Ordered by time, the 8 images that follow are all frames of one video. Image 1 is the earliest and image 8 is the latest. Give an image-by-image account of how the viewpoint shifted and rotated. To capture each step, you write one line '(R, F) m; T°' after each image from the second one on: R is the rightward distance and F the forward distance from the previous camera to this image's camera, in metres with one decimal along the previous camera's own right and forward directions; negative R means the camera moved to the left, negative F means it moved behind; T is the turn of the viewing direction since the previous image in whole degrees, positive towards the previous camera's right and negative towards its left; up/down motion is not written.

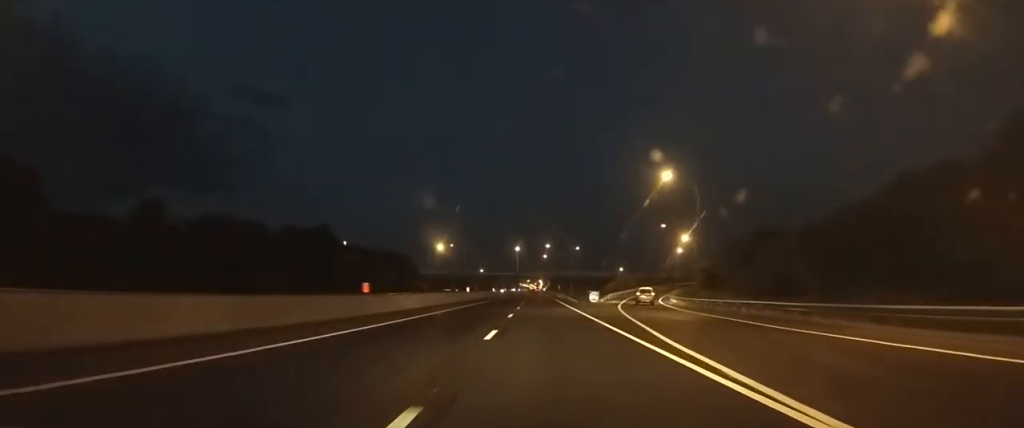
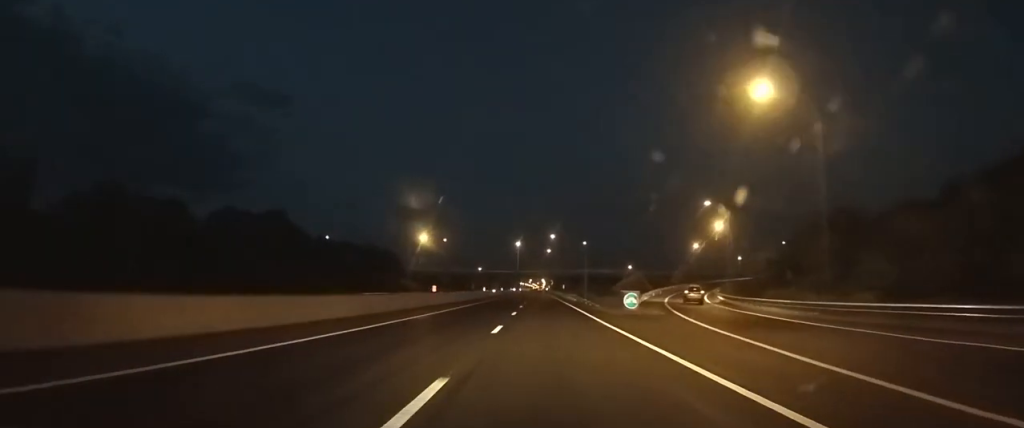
(-0.2, +22.1) m; 0°
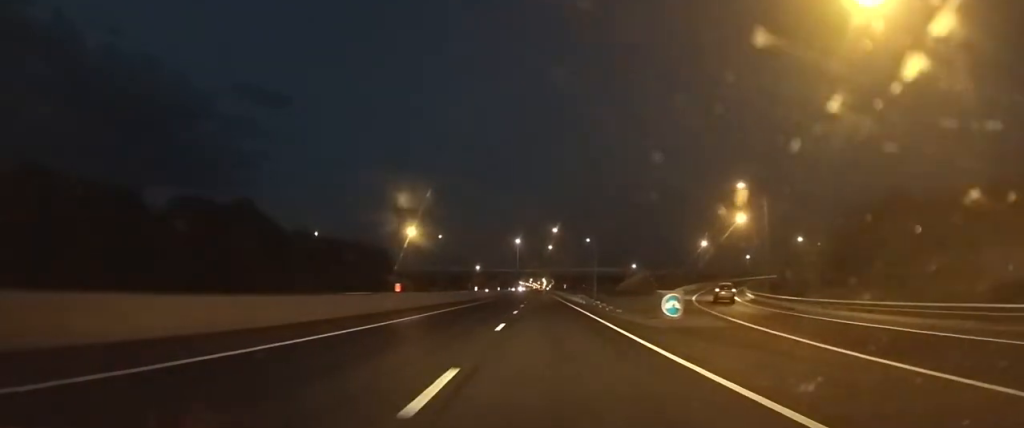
(+0.1, +11.1) m; 0°
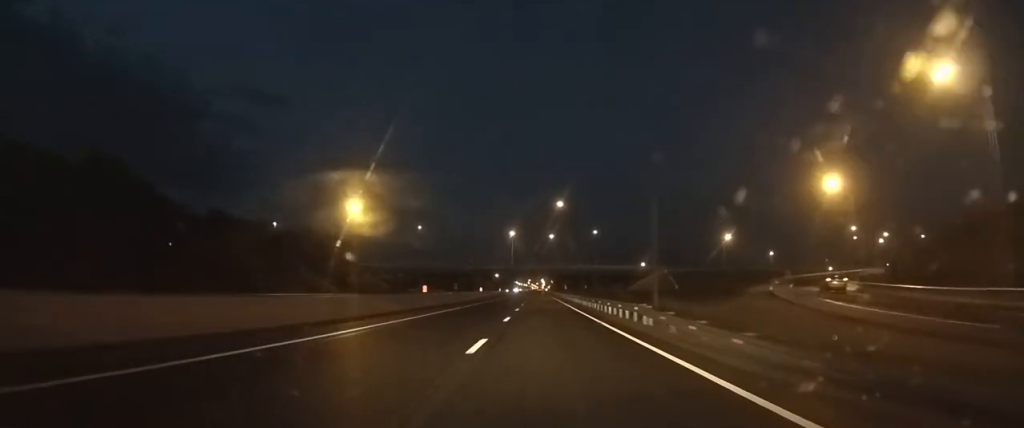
(+0.1, +30.5) m; 0°
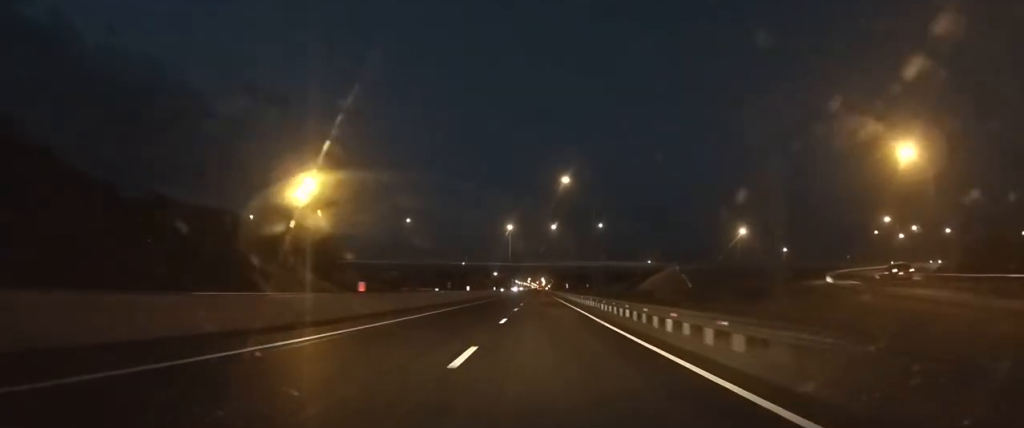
(-0.1, +14.2) m; 0°
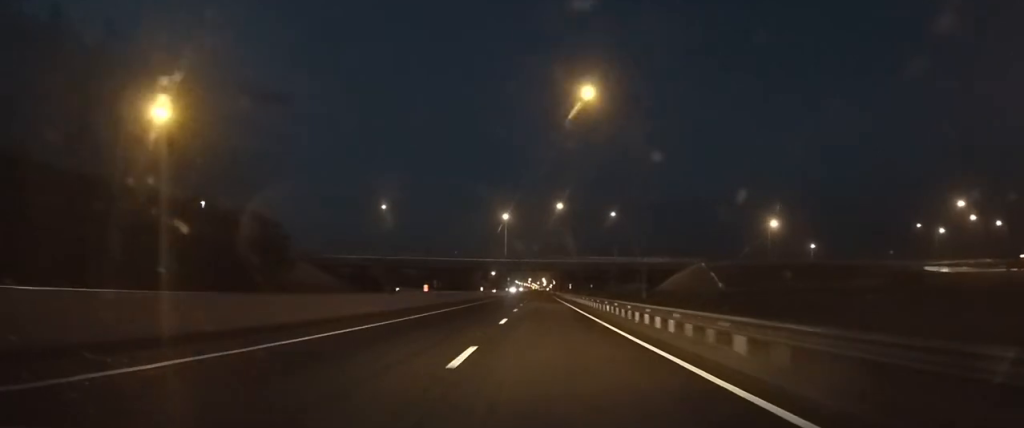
(-0.1, +23.9) m; 0°
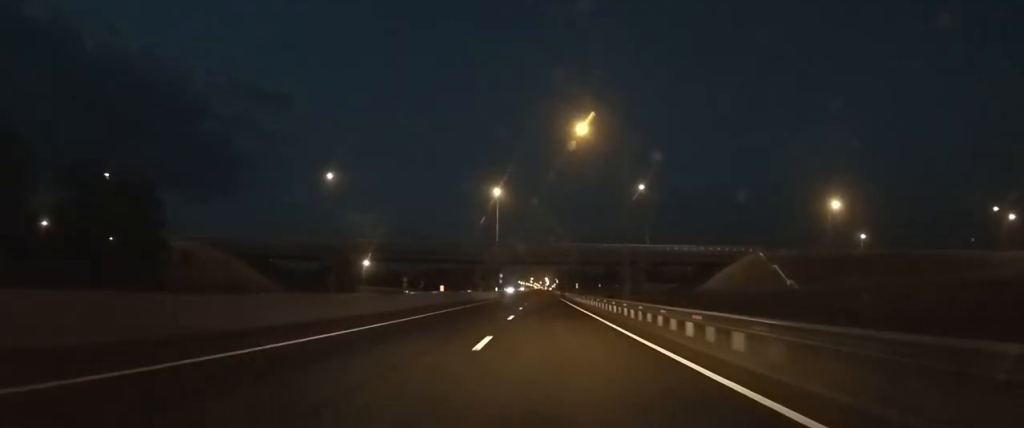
(-0.1, +33.2) m; 0°
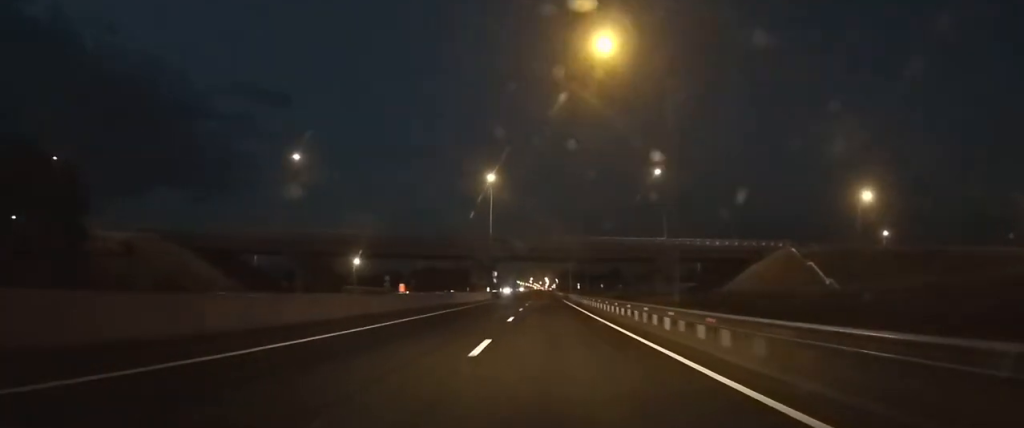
(0.0, +12.9) m; 0°
